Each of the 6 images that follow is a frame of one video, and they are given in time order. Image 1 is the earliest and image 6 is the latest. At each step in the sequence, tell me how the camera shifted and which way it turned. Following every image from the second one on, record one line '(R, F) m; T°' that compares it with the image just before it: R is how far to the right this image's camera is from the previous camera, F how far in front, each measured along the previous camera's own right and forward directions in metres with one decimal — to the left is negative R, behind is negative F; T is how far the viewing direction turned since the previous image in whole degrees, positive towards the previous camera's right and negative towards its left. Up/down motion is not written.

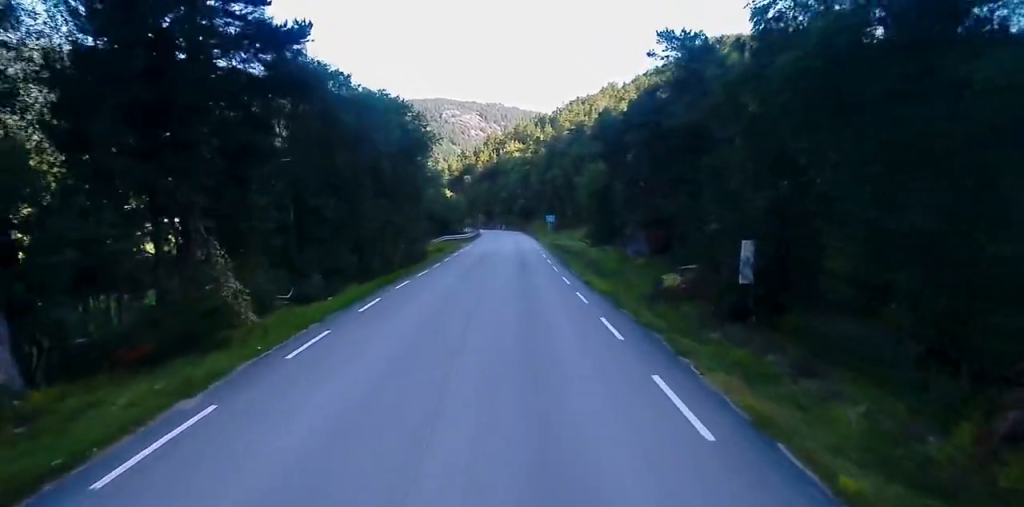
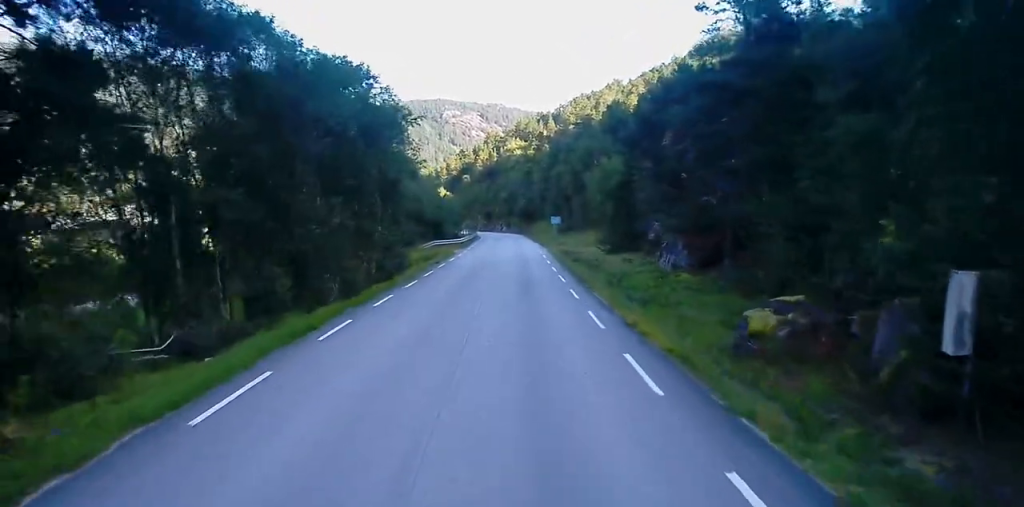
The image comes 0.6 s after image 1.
(+0.4, +9.9) m; 0°
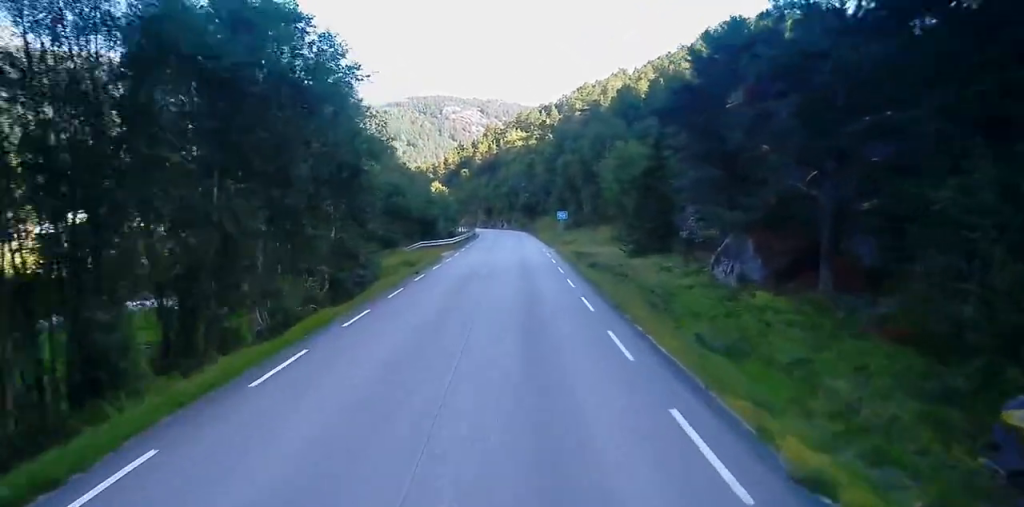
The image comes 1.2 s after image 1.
(-0.4, +9.9) m; -7°
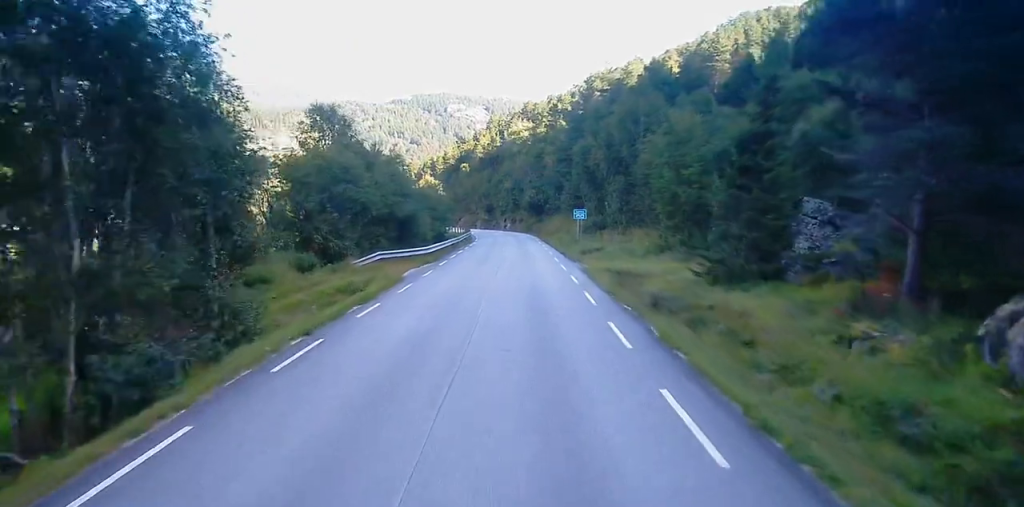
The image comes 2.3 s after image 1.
(-2.0, +16.0) m; +2°
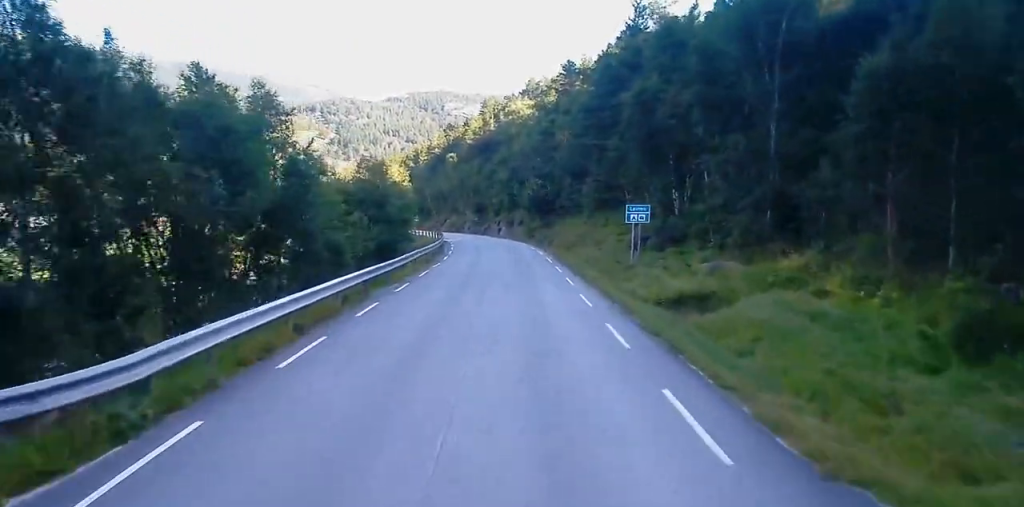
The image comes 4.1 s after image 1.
(+5.9, +29.9) m; +11°
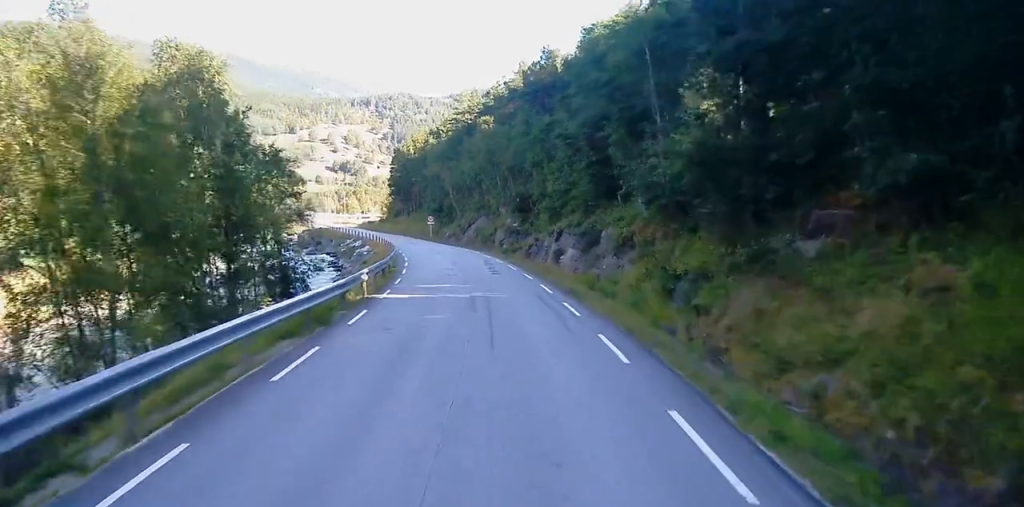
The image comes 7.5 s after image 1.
(-6.4, +56.3) m; -8°
